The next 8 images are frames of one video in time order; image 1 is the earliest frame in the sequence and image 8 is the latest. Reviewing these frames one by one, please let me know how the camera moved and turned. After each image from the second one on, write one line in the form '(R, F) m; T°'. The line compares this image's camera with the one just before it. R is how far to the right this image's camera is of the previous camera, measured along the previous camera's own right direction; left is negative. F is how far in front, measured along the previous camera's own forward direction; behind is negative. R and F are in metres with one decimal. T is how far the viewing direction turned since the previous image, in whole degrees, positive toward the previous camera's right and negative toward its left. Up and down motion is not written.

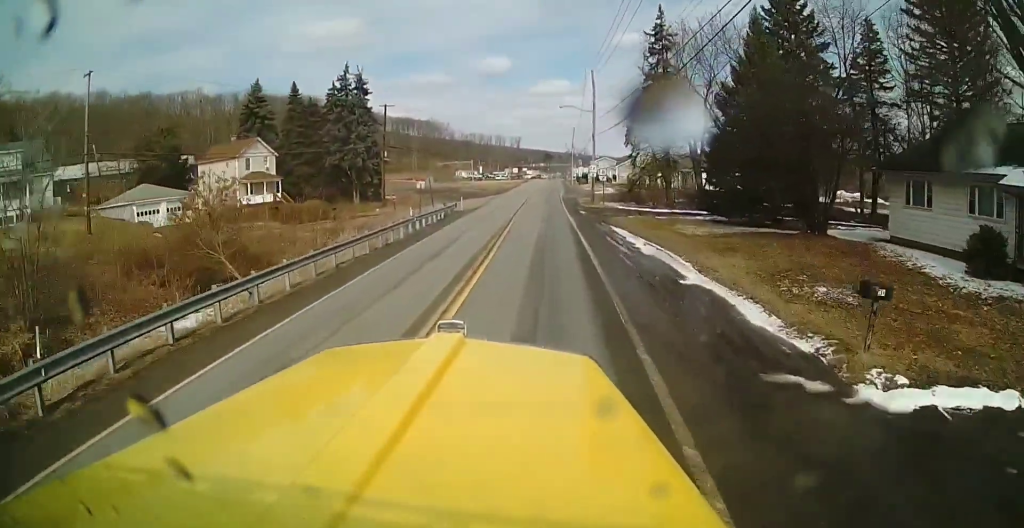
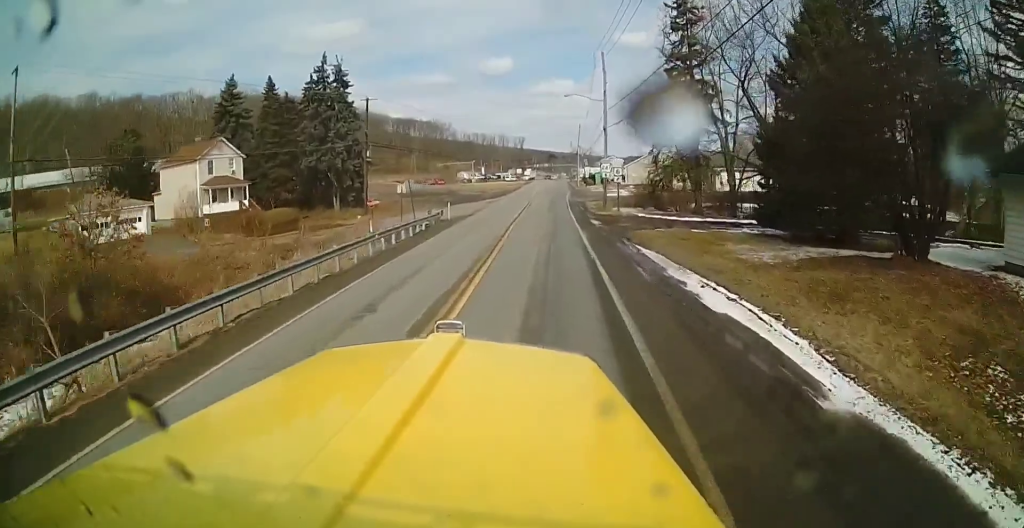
(0.0, +7.7) m; -1°
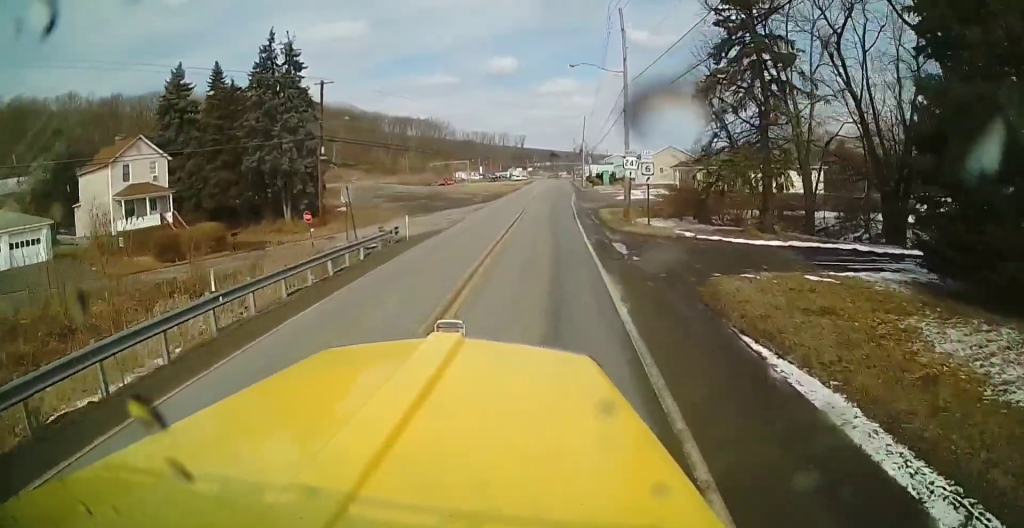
(-0.2, +11.7) m; -1°
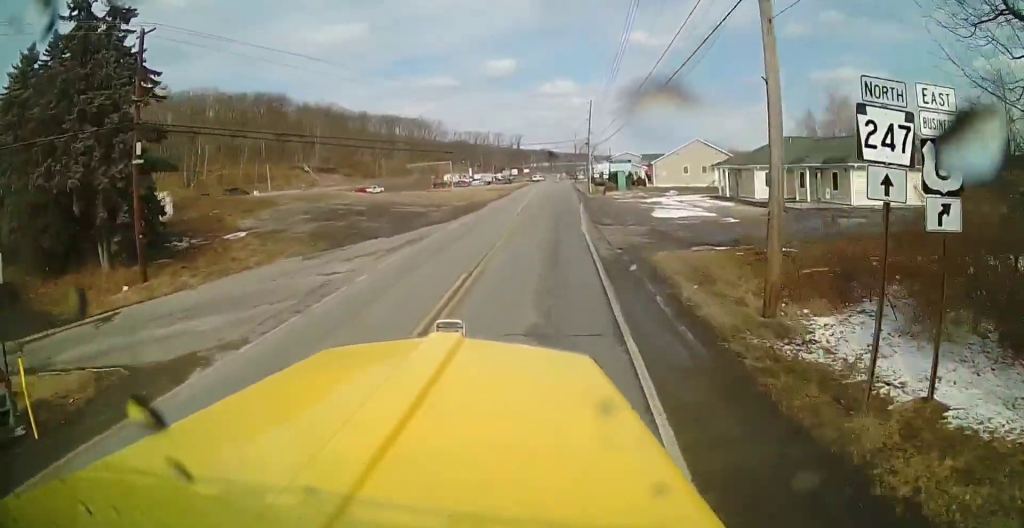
(-0.1, +21.9) m; 0°
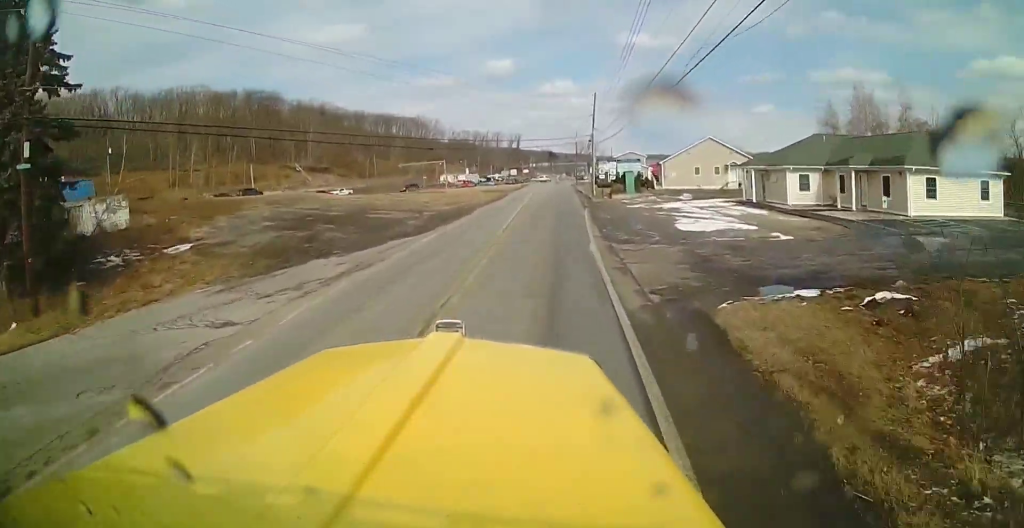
(0.0, +7.1) m; 0°
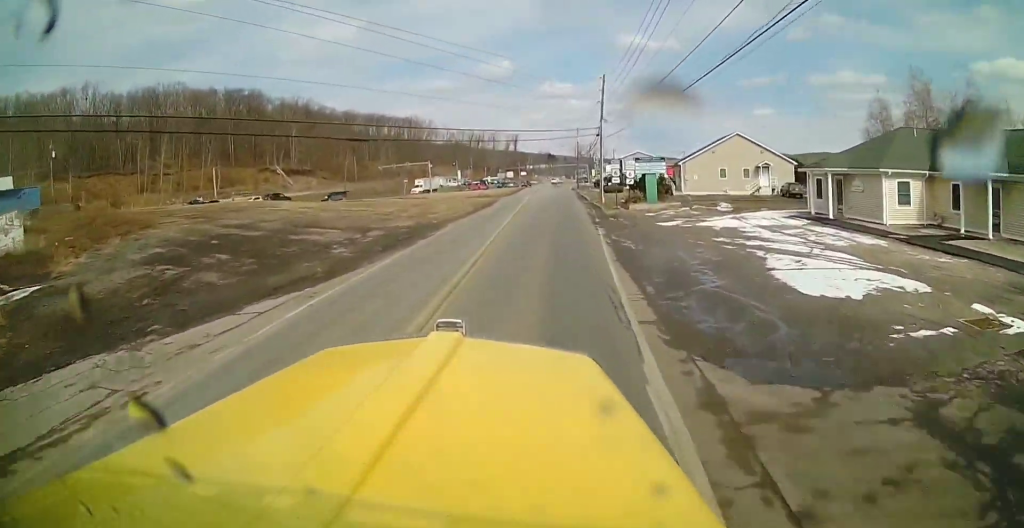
(-0.1, +13.3) m; 0°
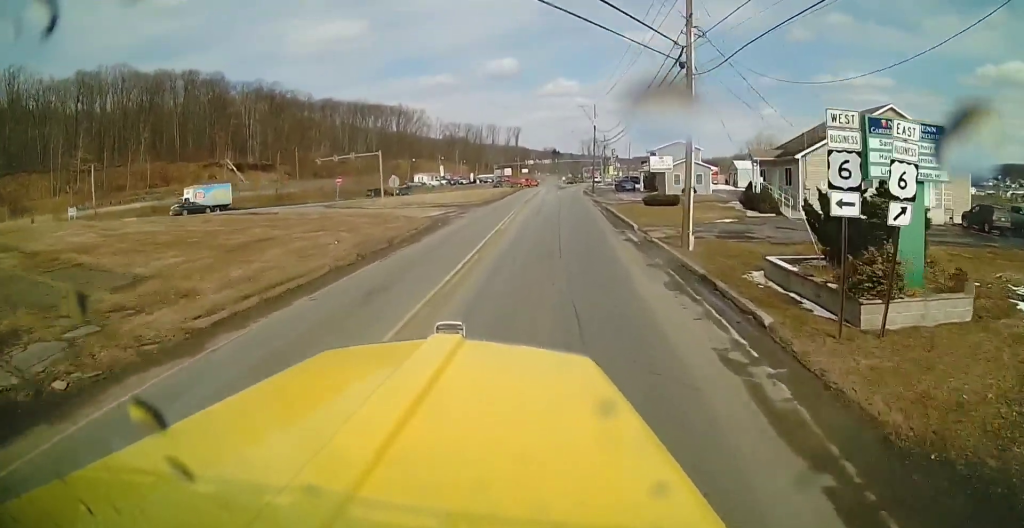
(-0.4, +32.9) m; 0°
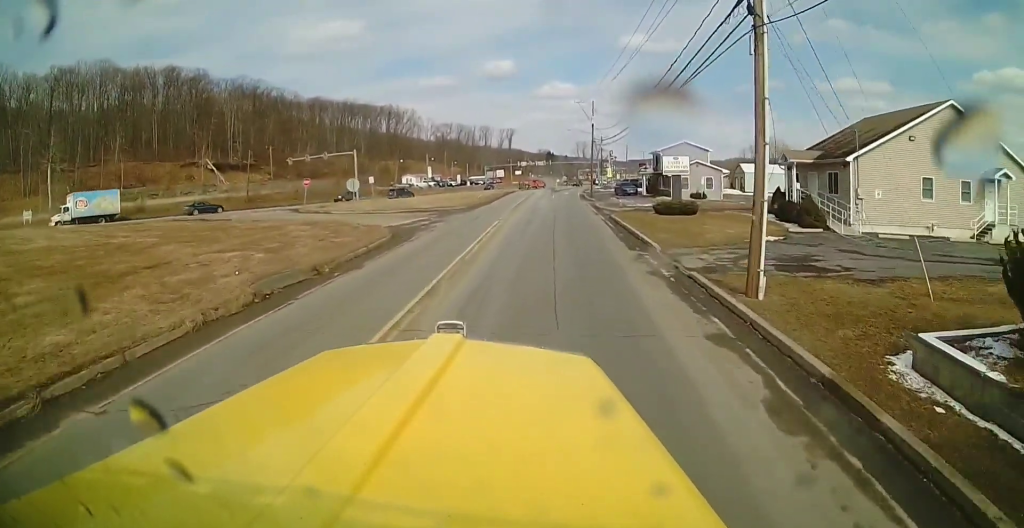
(+0.3, +7.4) m; +2°
